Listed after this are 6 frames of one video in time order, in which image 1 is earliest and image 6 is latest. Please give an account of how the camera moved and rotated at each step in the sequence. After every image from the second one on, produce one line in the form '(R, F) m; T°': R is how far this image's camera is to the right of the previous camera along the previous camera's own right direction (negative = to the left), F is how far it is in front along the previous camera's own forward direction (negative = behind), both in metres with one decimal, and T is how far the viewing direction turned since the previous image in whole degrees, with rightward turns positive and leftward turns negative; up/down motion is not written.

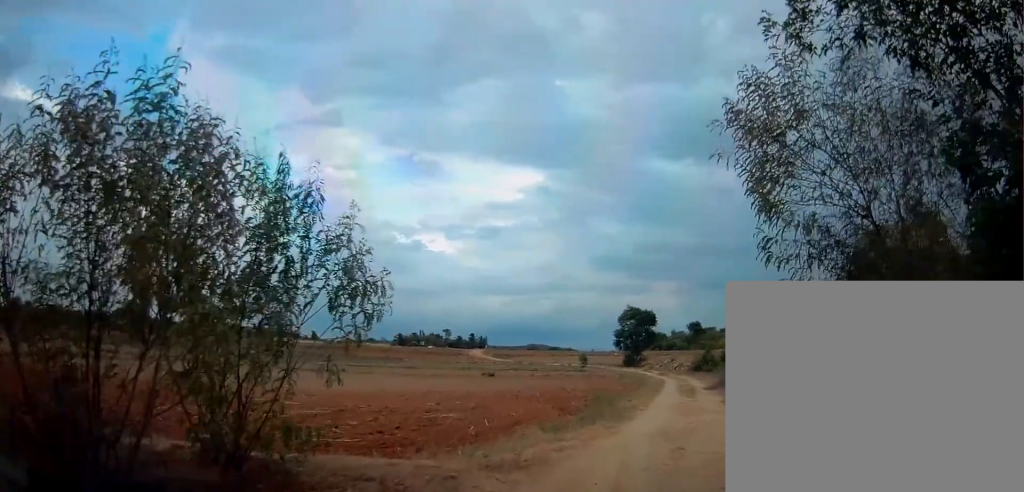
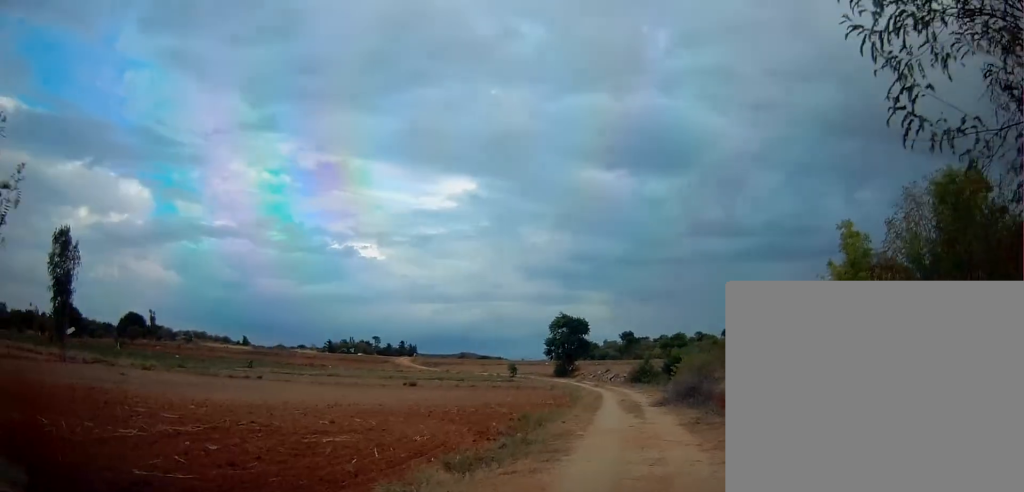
(+0.3, +4.0) m; +5°
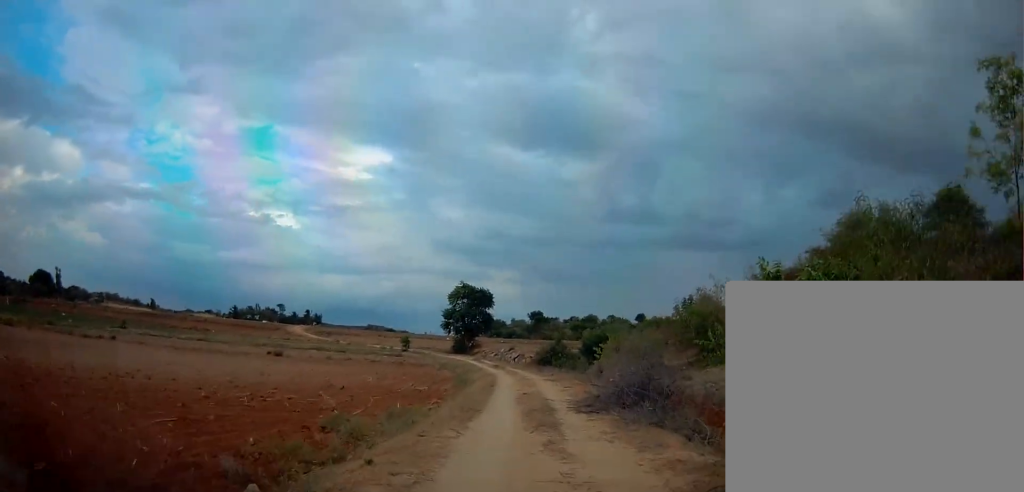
(+0.6, +10.2) m; +6°
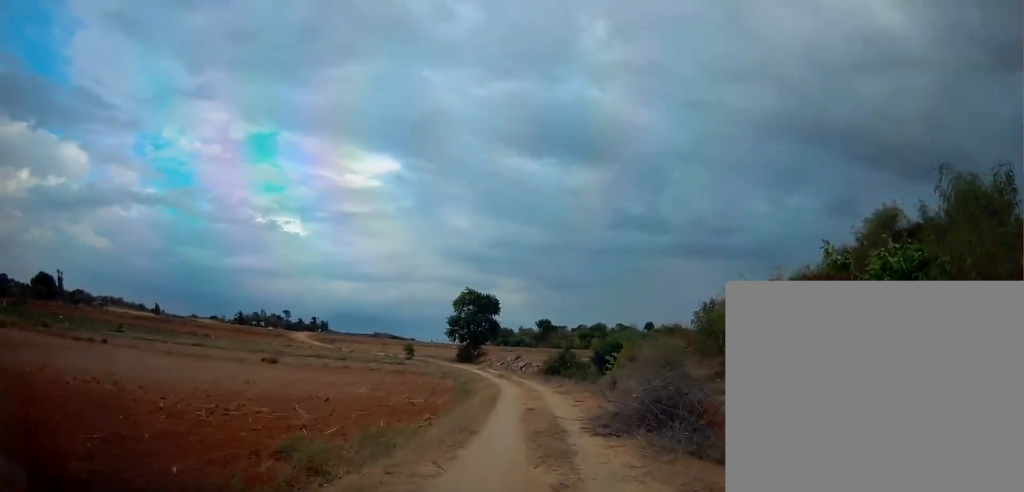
(0.0, +2.4) m; +1°
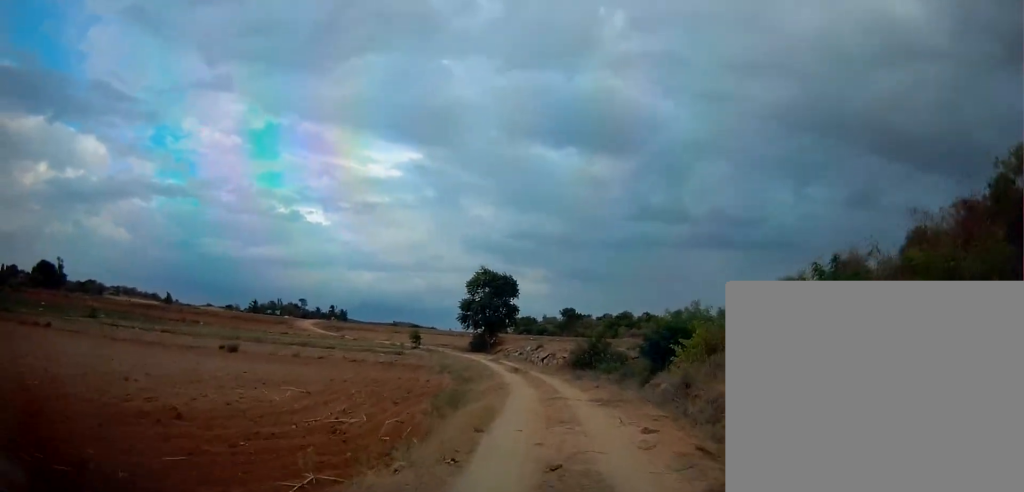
(+0.2, +9.2) m; +2°
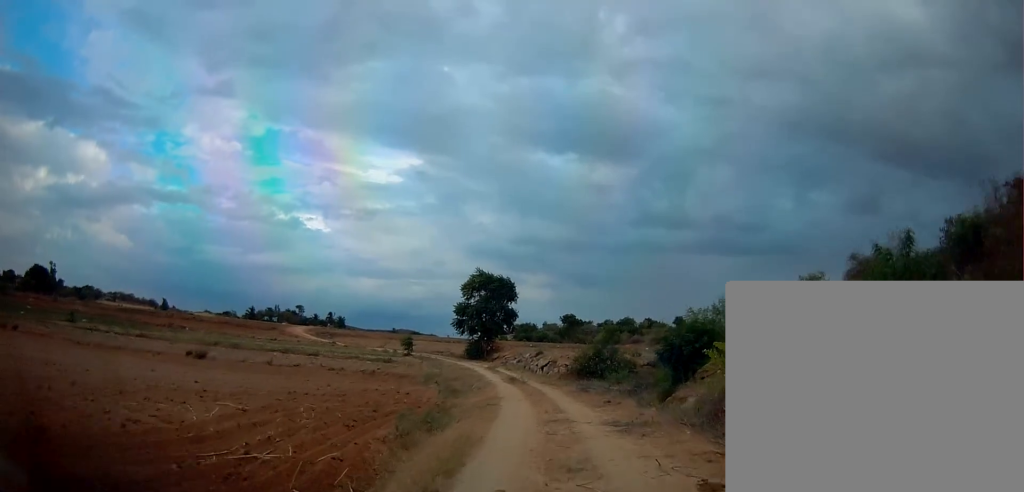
(0.0, +3.8) m; -1°
